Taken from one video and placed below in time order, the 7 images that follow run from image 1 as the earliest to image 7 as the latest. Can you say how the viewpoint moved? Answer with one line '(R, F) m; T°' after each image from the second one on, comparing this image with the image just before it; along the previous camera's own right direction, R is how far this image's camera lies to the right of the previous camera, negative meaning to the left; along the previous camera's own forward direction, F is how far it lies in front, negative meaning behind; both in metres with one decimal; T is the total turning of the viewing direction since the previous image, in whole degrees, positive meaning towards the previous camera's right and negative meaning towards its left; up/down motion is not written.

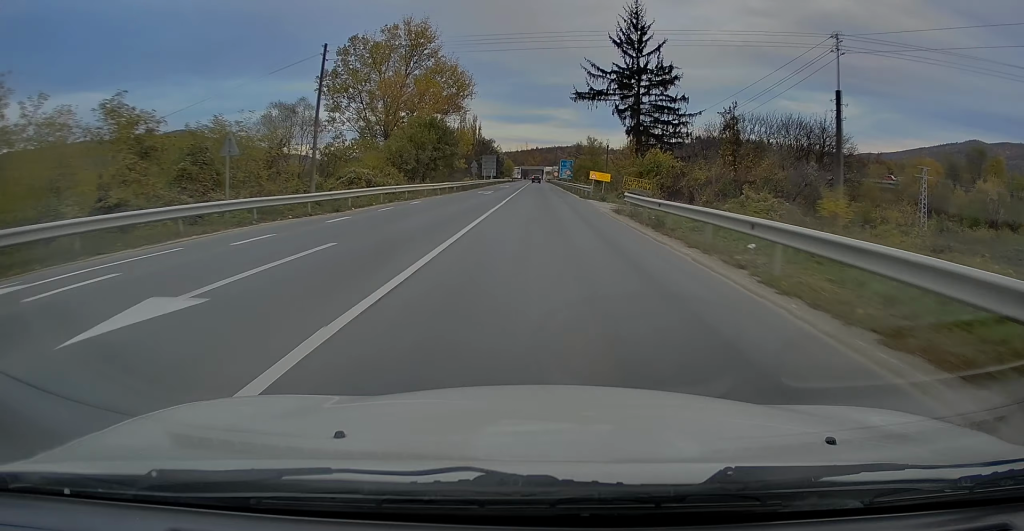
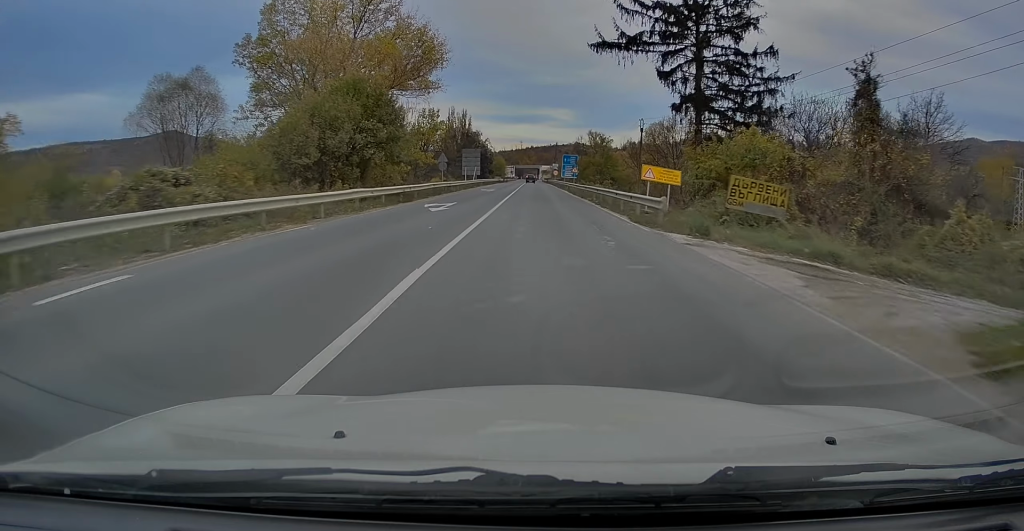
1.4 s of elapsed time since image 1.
(+0.3, +23.8) m; +1°
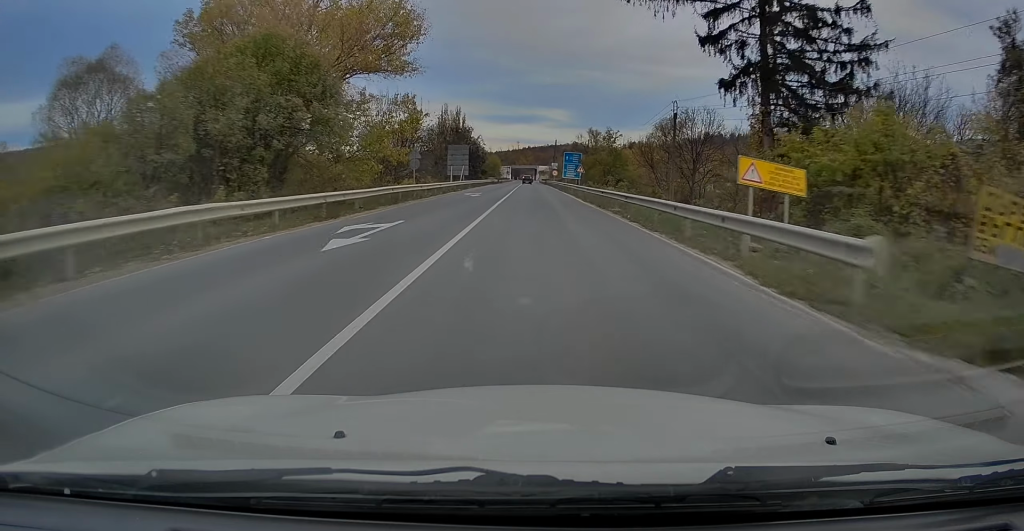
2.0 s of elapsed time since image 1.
(0.0, +11.6) m; 0°
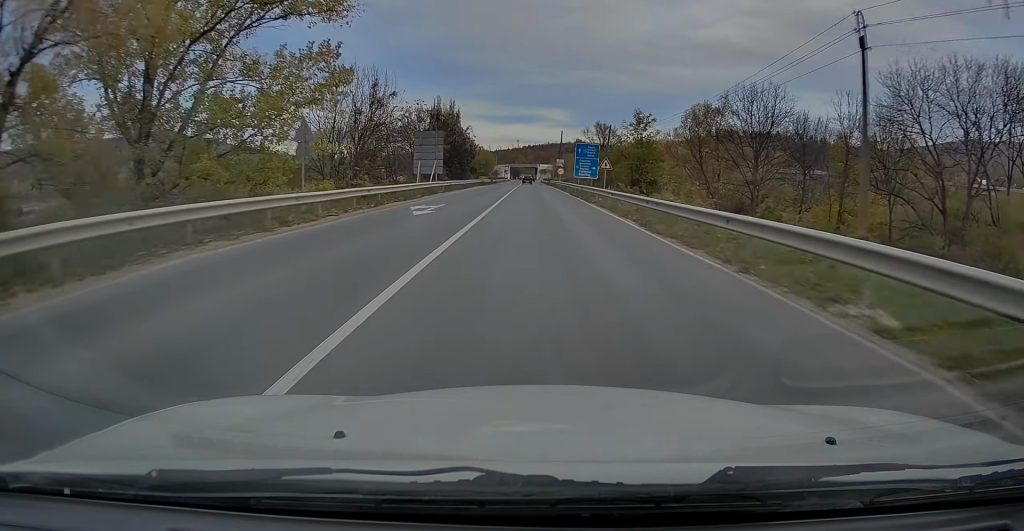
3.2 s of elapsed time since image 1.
(-0.1, +20.3) m; 0°
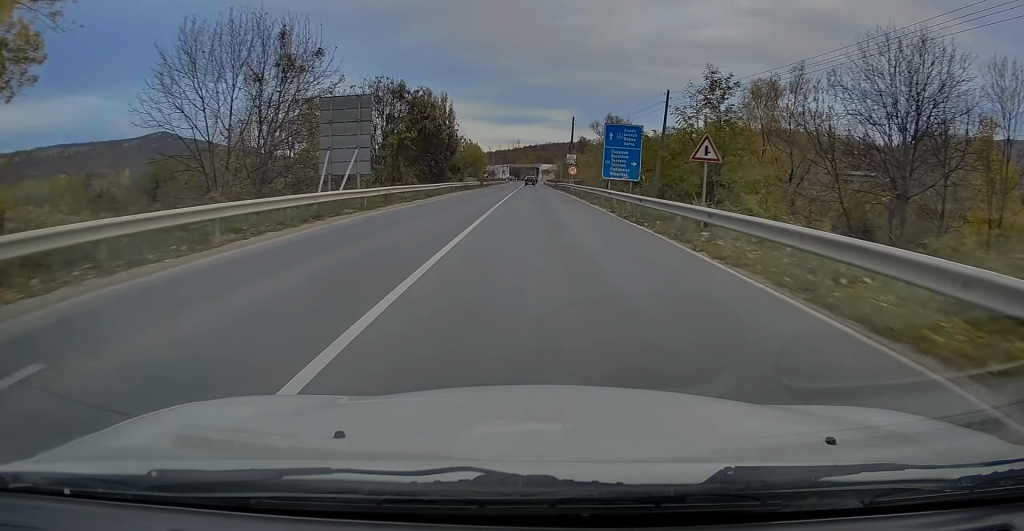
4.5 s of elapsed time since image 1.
(-0.2, +22.8) m; 0°
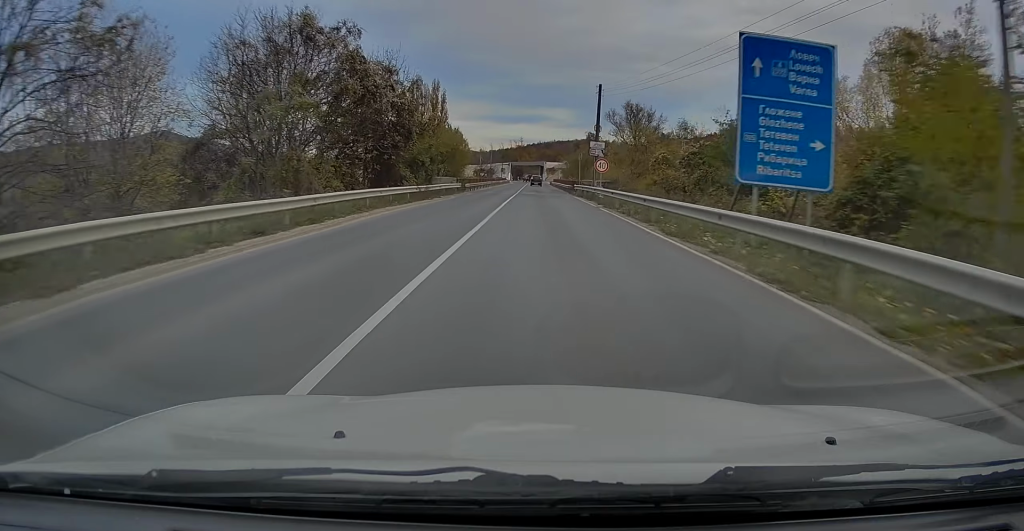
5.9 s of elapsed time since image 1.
(+0.3, +24.6) m; 0°
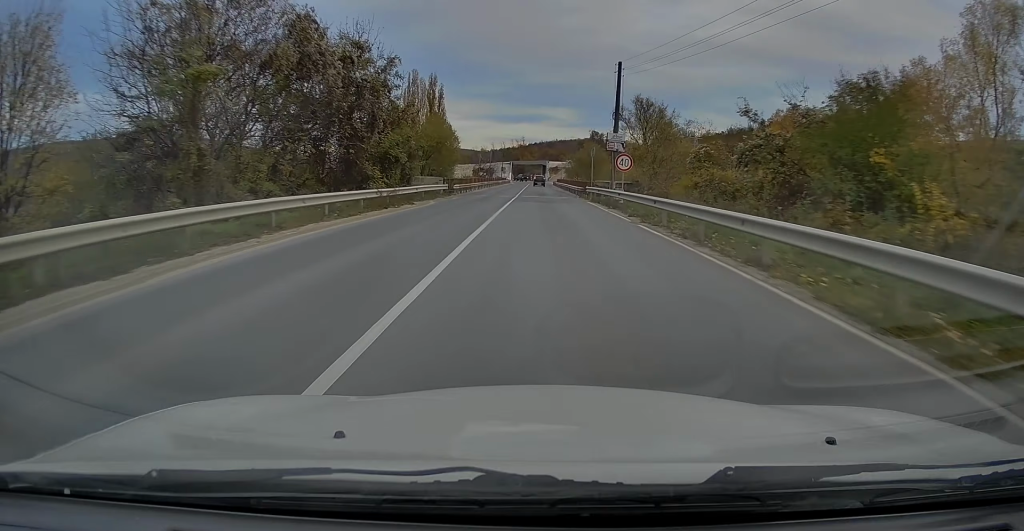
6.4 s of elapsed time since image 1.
(-0.2, +9.4) m; -1°
